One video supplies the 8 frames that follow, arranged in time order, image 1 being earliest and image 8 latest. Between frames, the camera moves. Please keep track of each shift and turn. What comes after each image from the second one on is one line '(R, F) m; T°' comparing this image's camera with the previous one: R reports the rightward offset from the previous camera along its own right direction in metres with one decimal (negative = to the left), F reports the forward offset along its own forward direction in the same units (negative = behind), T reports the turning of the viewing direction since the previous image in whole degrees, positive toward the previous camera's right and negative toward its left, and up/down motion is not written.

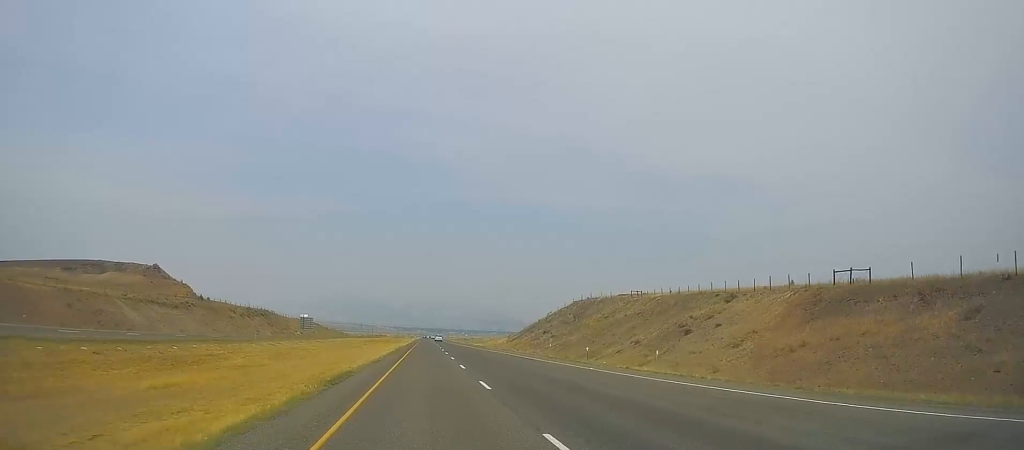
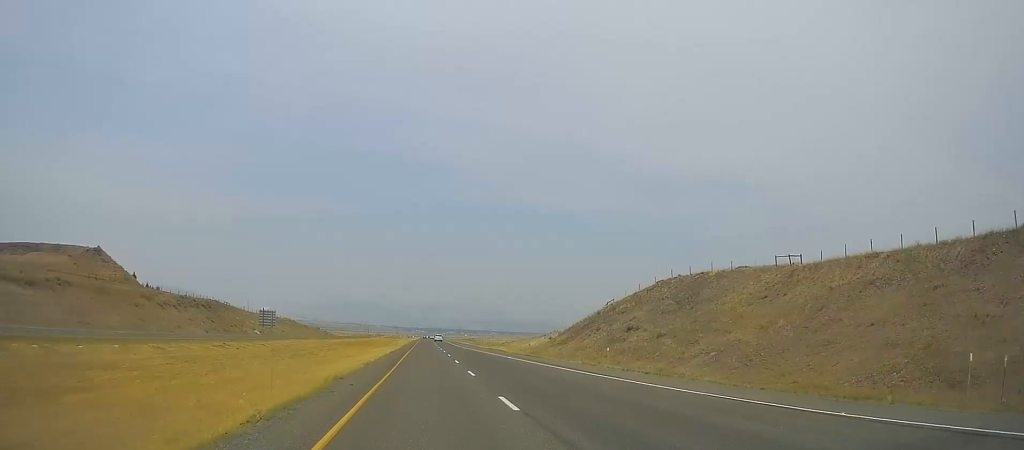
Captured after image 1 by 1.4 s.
(+0.1, +53.9) m; 0°
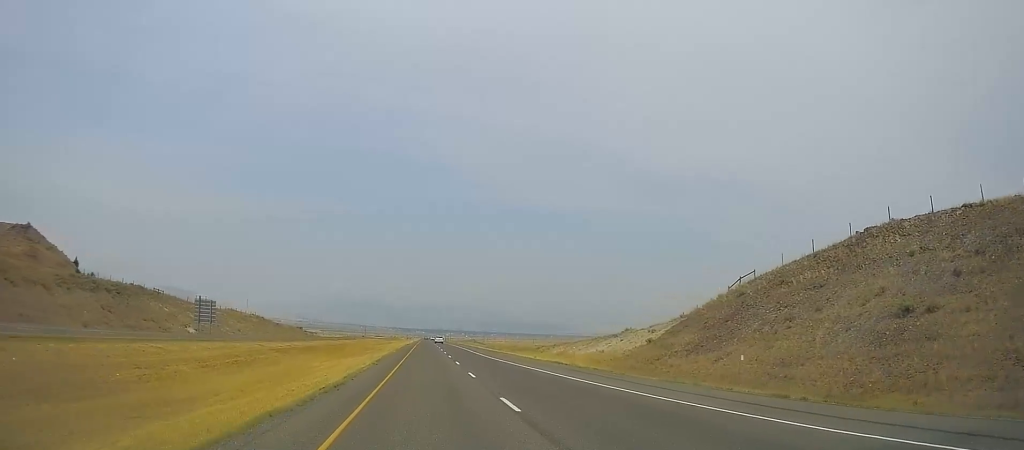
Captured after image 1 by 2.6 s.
(-0.2, +48.7) m; 0°
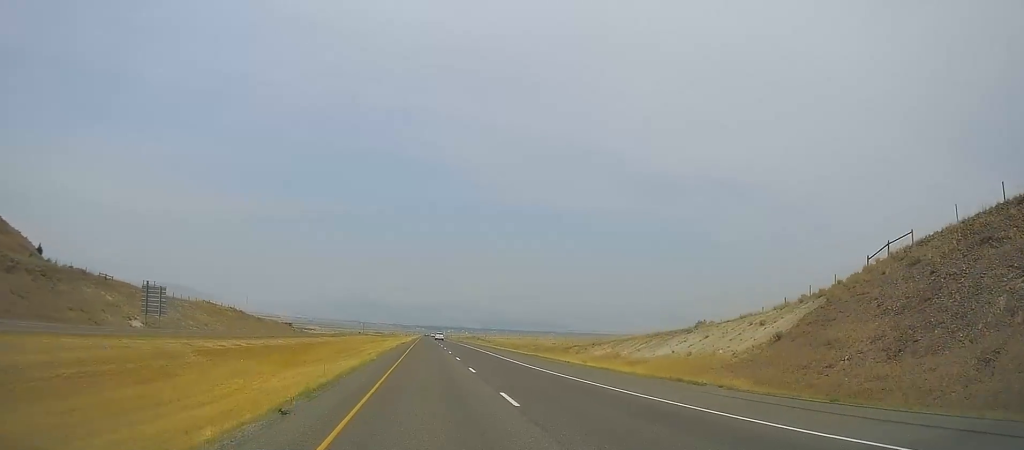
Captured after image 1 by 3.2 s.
(0.0, +23.9) m; 0°
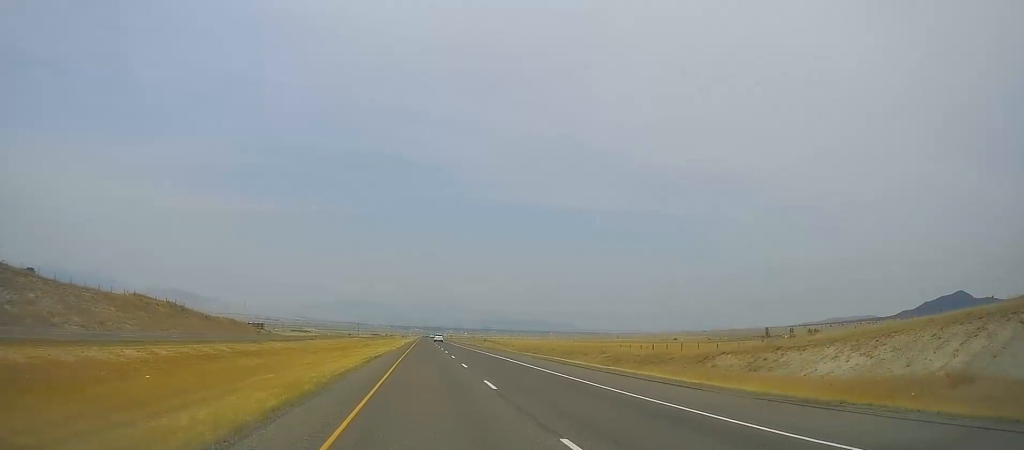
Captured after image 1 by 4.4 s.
(+0.3, +43.7) m; +1°
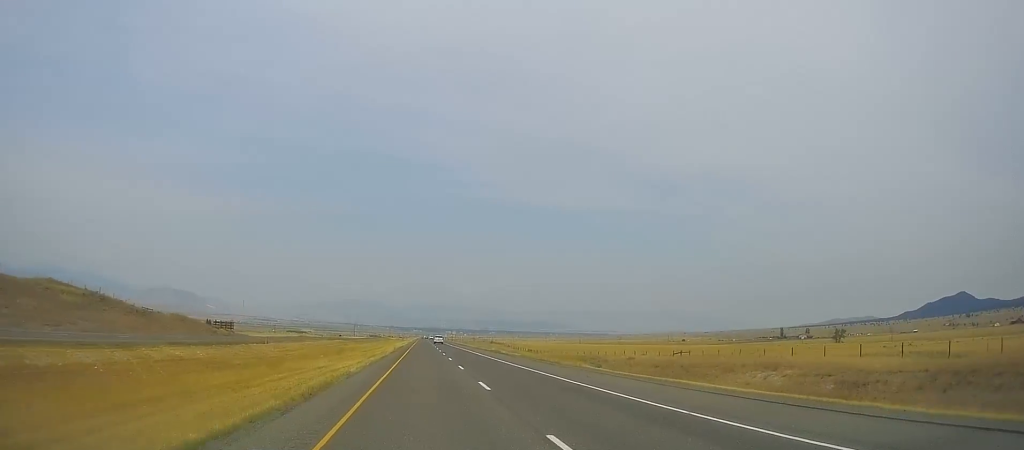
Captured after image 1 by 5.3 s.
(+0.2, +35.7) m; 0°
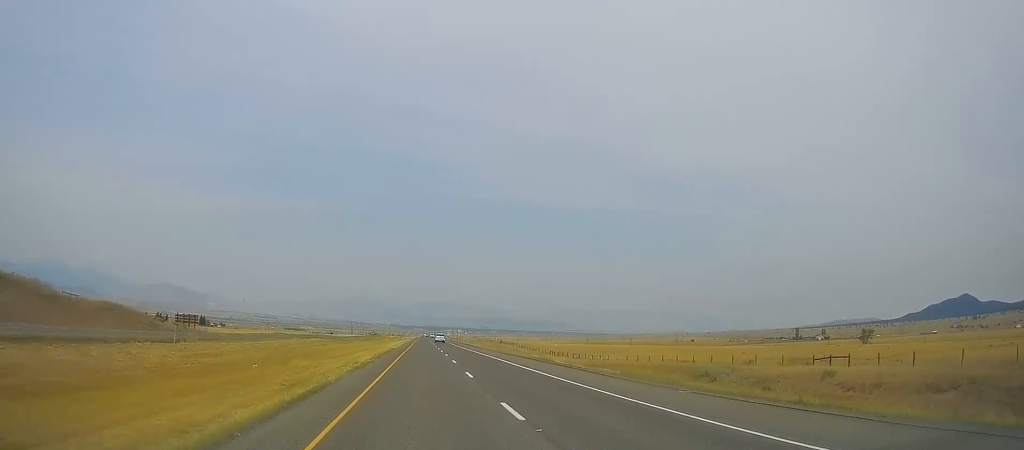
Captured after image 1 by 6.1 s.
(0.0, +31.6) m; 0°
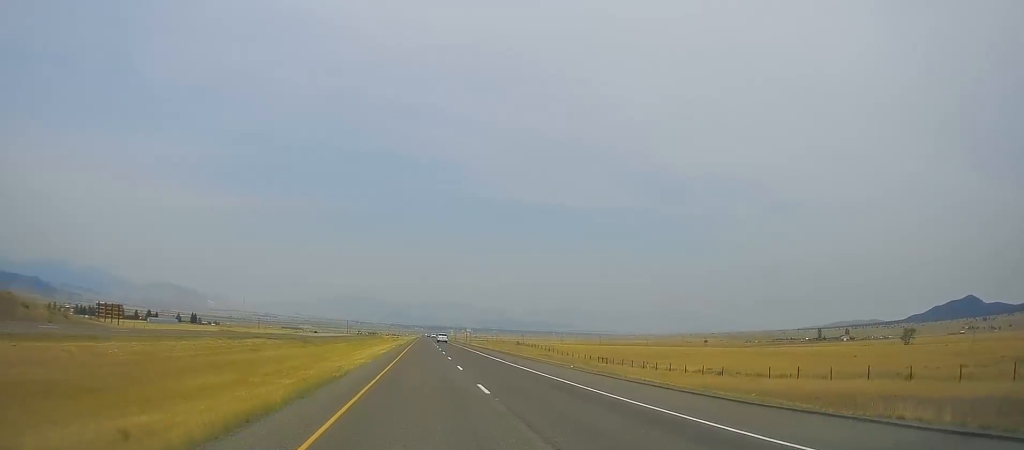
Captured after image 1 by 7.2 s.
(+0.2, +44.1) m; 0°
